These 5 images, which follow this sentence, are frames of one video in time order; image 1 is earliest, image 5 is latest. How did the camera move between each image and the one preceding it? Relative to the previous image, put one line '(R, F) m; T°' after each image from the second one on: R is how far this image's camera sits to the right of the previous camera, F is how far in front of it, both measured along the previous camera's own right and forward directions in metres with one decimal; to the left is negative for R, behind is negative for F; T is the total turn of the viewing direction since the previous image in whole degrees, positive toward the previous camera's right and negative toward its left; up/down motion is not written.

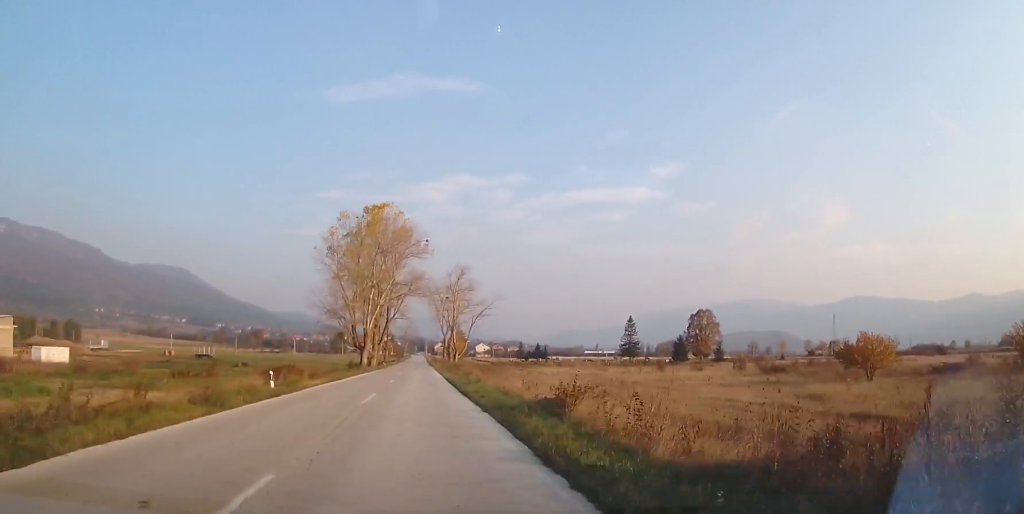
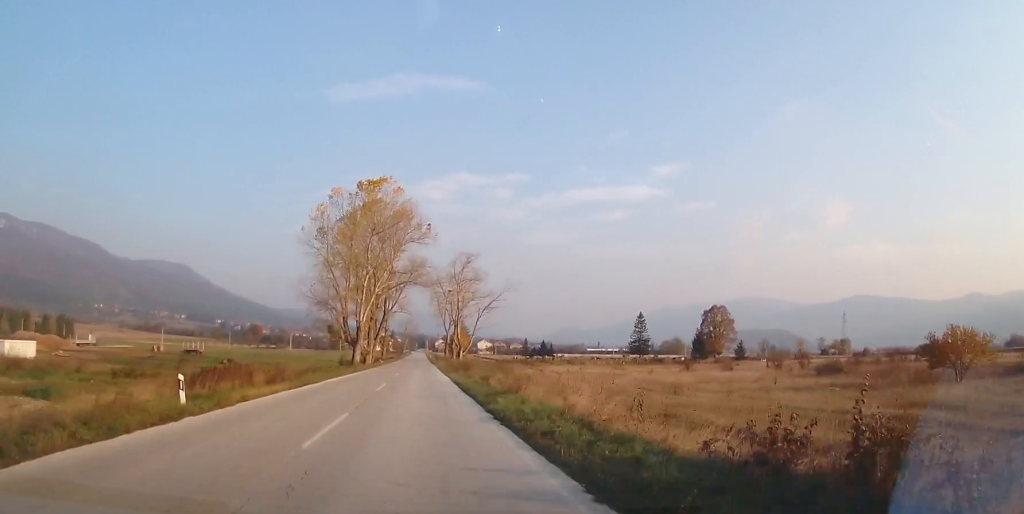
(+0.1, +9.5) m; 0°
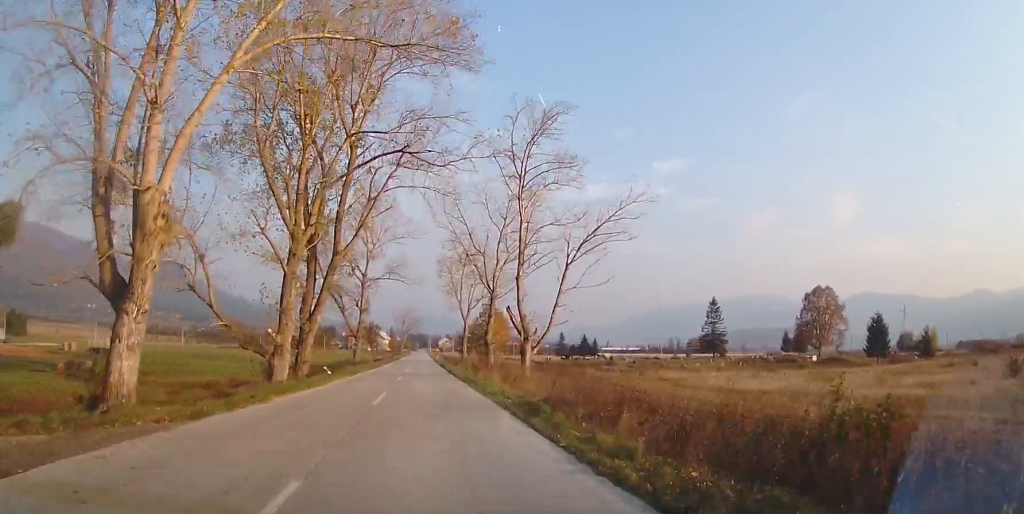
(-1.0, +53.4) m; -1°
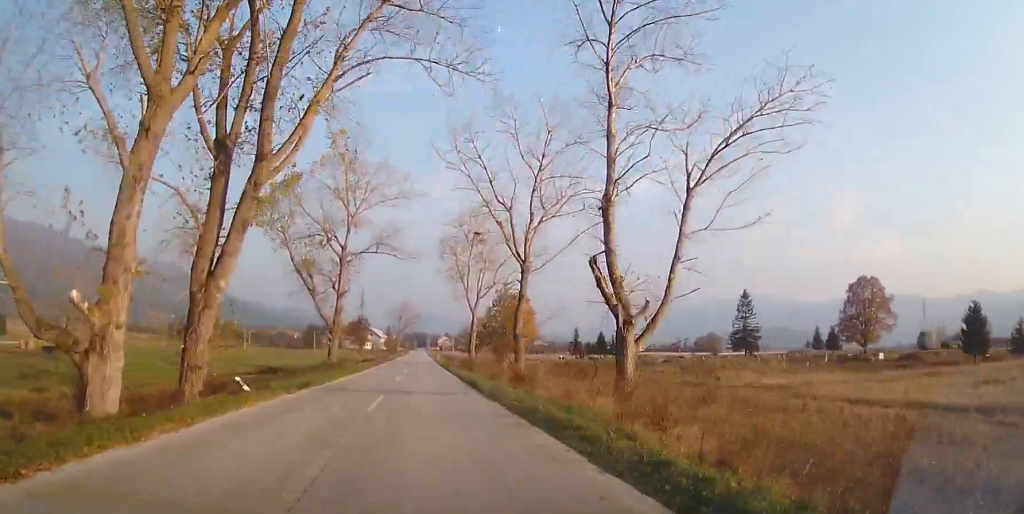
(0.0, +17.3) m; +1°
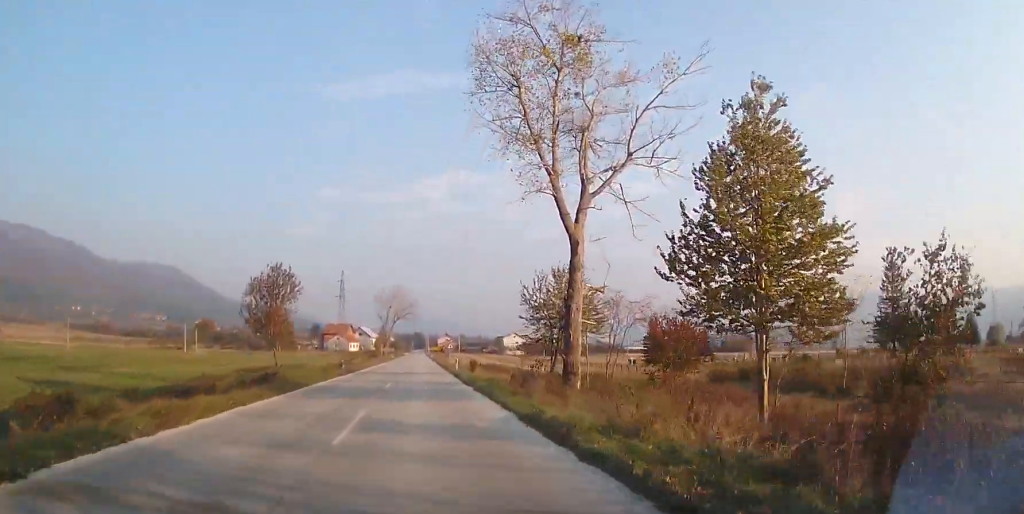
(+0.4, +51.7) m; 0°
